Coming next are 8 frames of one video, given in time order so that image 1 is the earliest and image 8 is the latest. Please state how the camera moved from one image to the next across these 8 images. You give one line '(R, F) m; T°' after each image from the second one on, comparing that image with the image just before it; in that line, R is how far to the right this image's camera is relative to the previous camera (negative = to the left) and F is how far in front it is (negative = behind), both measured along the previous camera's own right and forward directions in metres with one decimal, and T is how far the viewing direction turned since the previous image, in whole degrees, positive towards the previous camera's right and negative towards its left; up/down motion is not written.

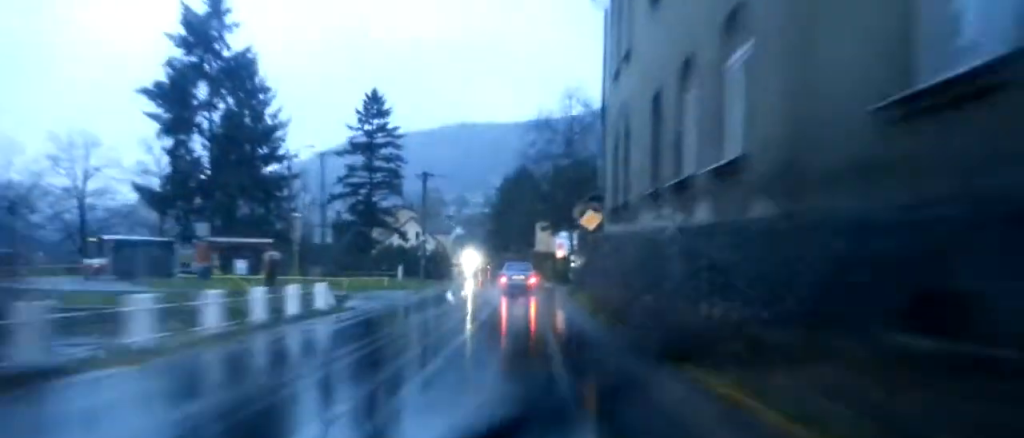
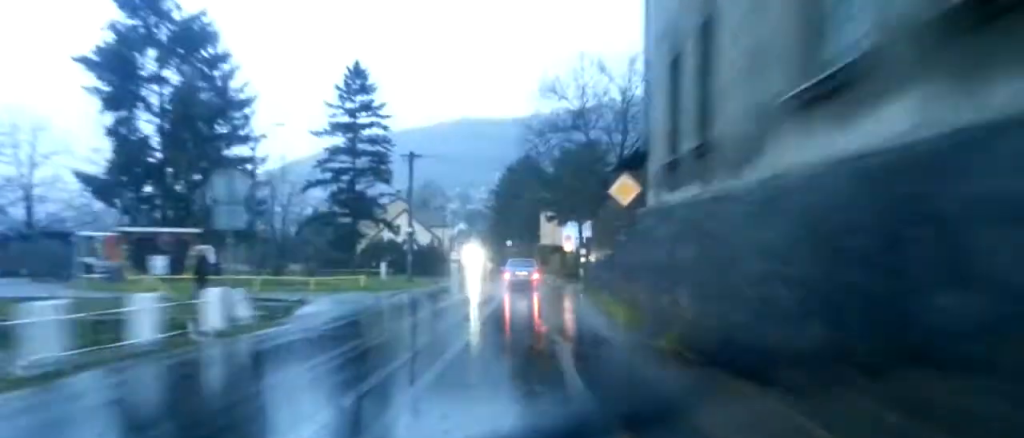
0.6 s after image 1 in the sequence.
(+0.2, +7.8) m; +2°
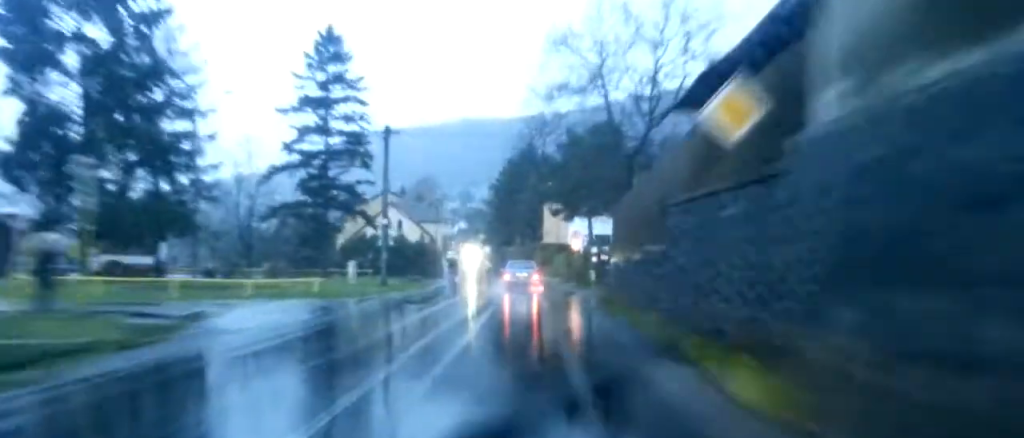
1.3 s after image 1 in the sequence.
(+0.1, +9.0) m; 0°
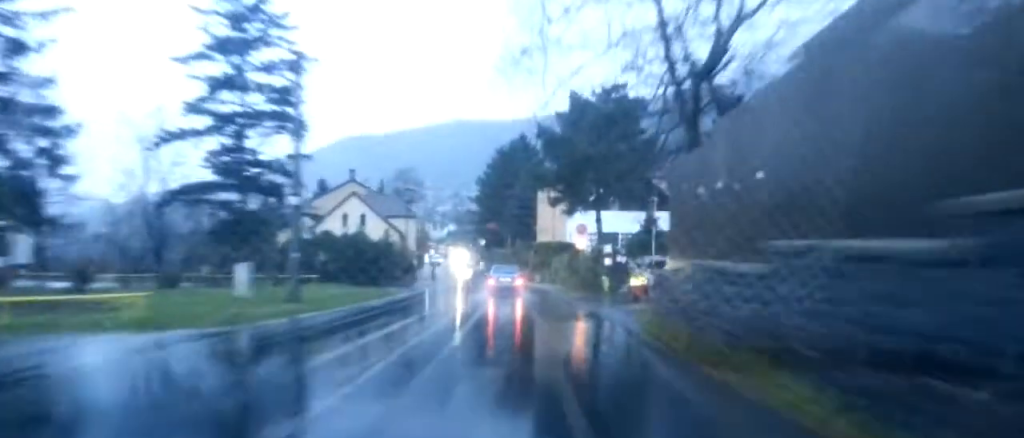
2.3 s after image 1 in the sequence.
(-0.2, +13.7) m; -1°
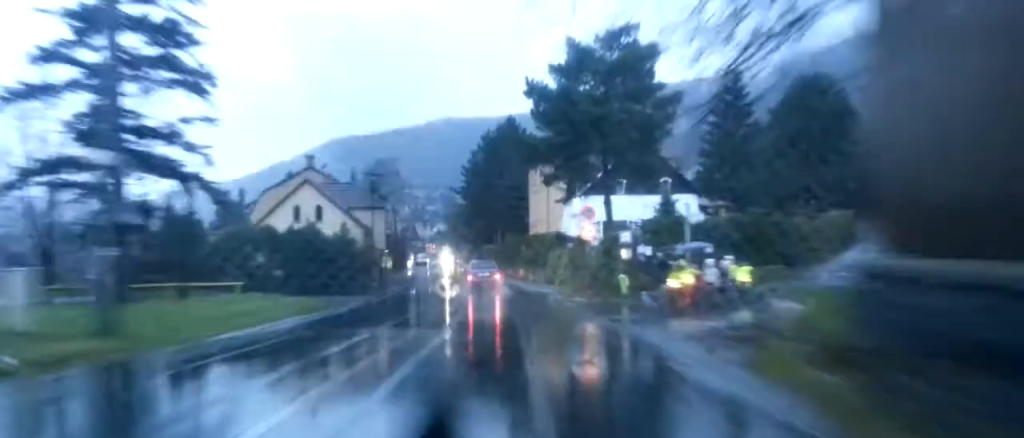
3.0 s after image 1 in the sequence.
(-0.1, +10.2) m; 0°
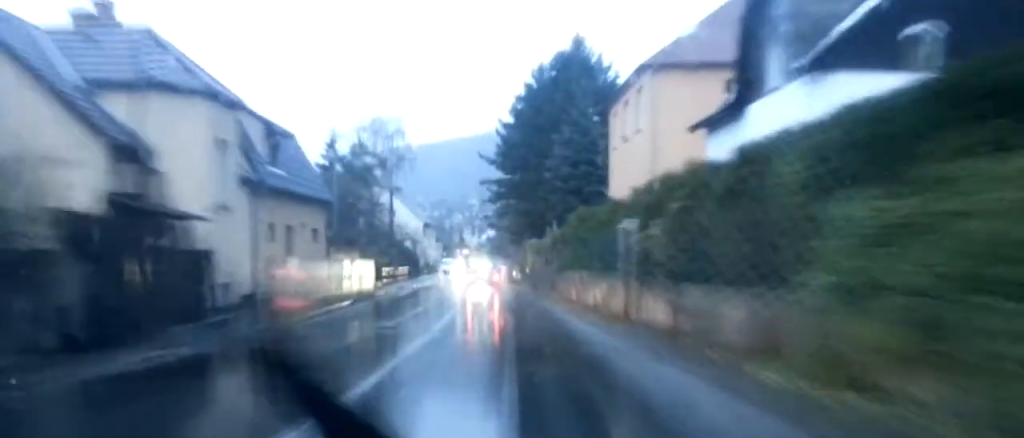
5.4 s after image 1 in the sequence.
(+0.2, +36.1) m; -1°
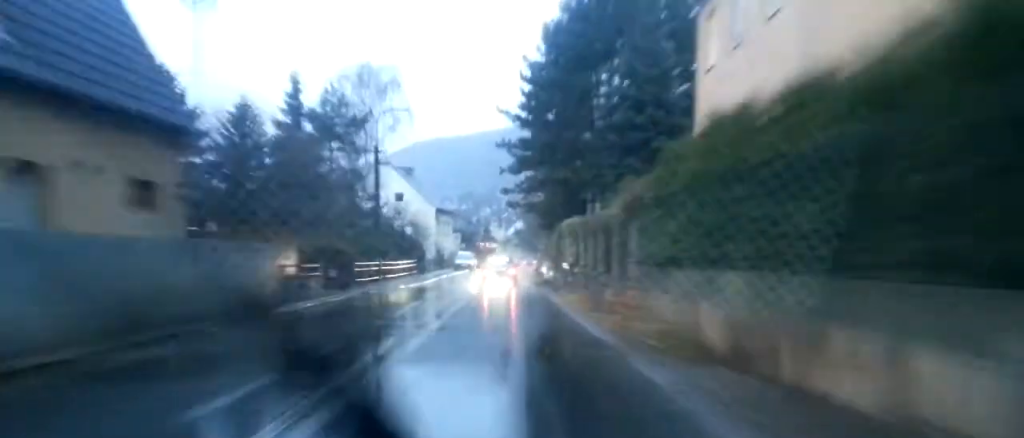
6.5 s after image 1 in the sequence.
(-0.3, +16.8) m; -3°
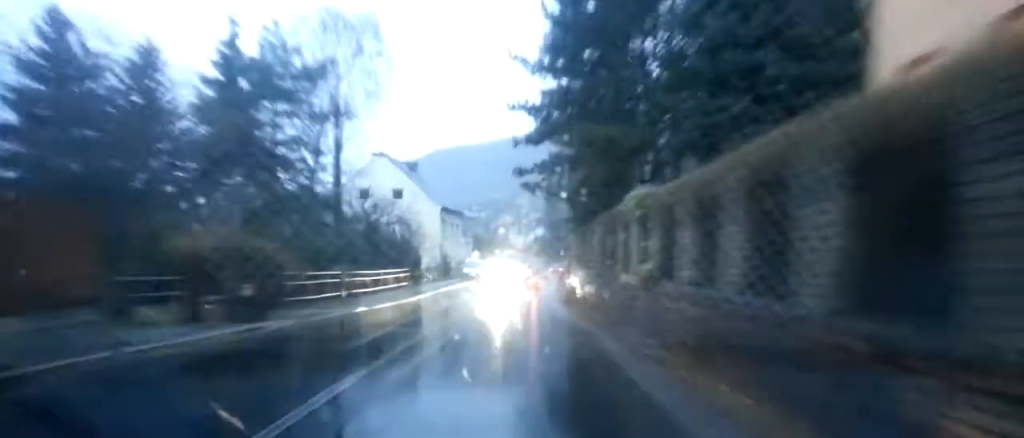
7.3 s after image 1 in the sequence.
(-0.3, +13.5) m; -2°
